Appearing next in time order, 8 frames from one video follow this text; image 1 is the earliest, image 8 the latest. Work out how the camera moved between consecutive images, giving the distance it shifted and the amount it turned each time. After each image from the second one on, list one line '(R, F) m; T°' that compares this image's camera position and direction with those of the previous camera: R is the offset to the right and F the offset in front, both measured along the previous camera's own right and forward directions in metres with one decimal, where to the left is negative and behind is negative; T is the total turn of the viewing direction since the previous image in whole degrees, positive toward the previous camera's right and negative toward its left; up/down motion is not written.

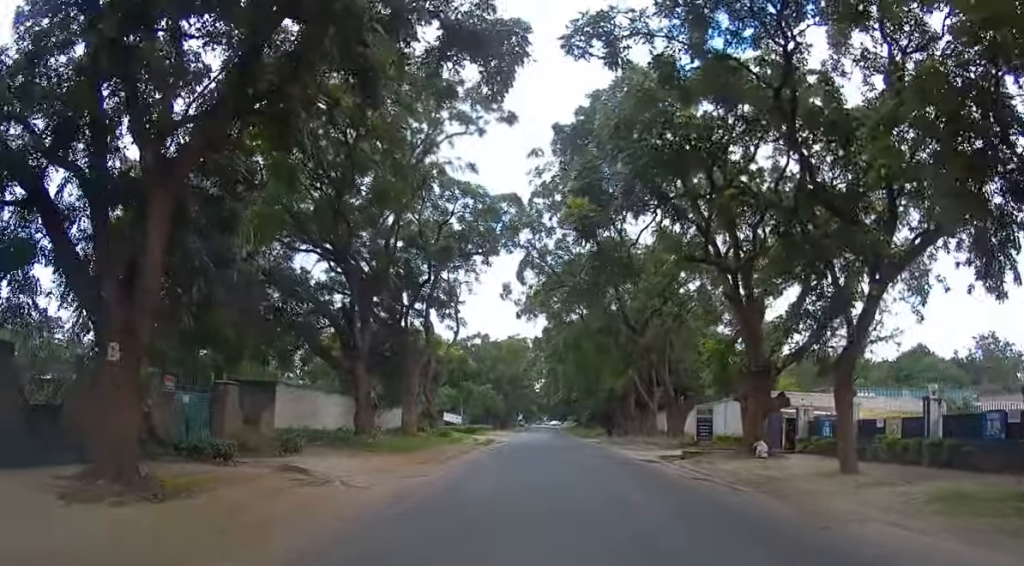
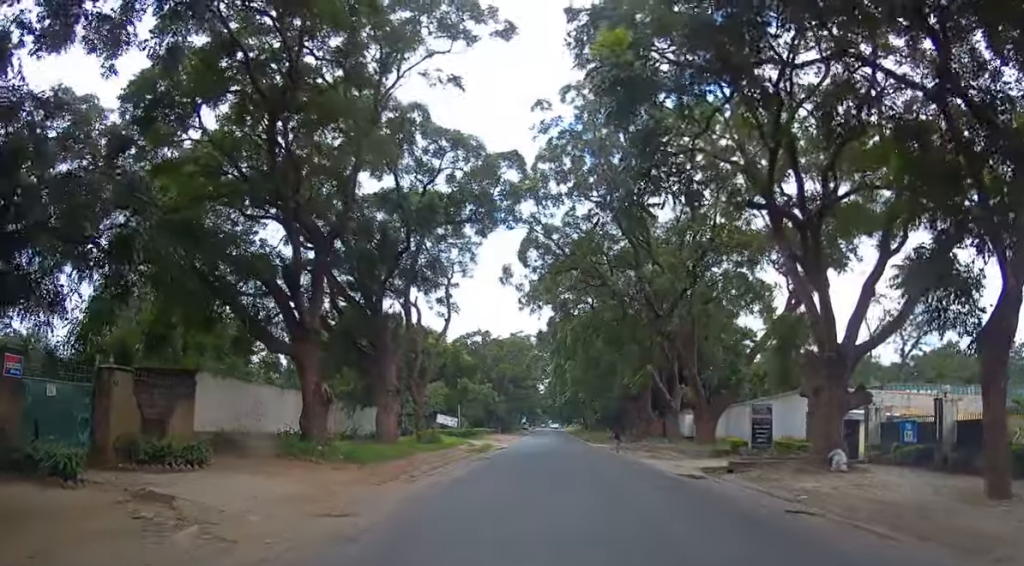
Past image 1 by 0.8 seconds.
(-0.1, +7.4) m; 0°
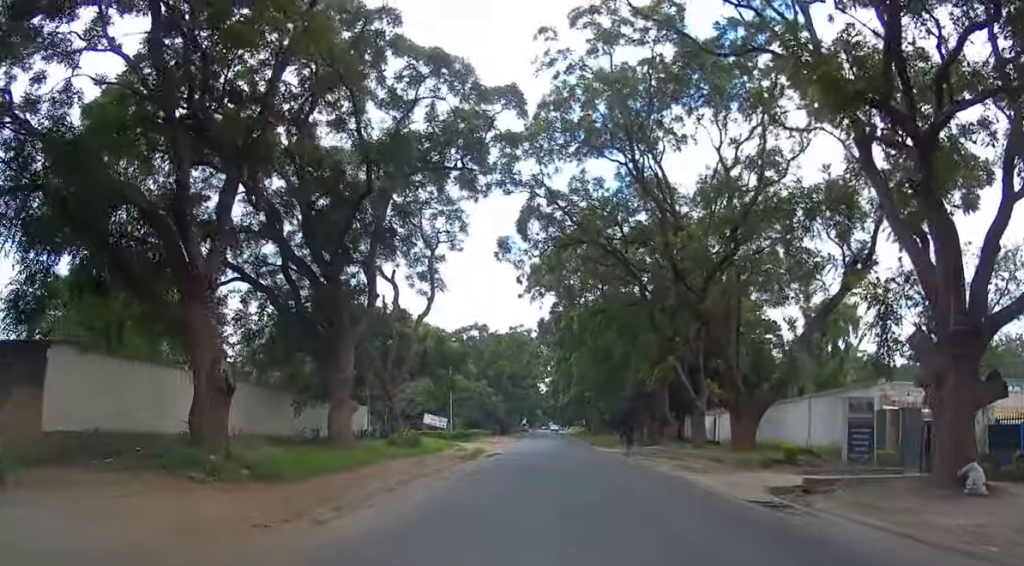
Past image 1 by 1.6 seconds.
(0.0, +7.5) m; 0°
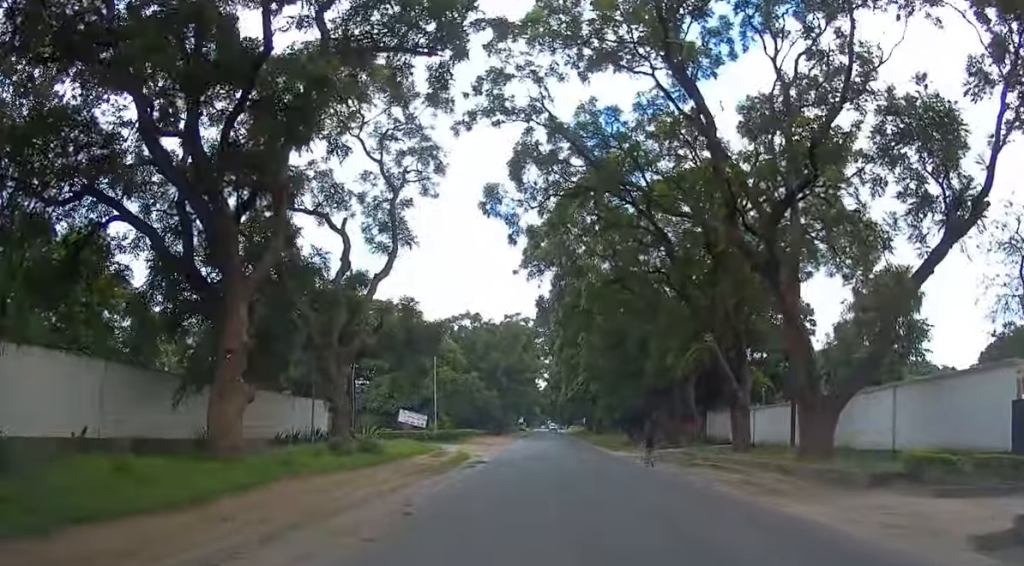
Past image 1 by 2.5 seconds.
(0.0, +9.1) m; -1°
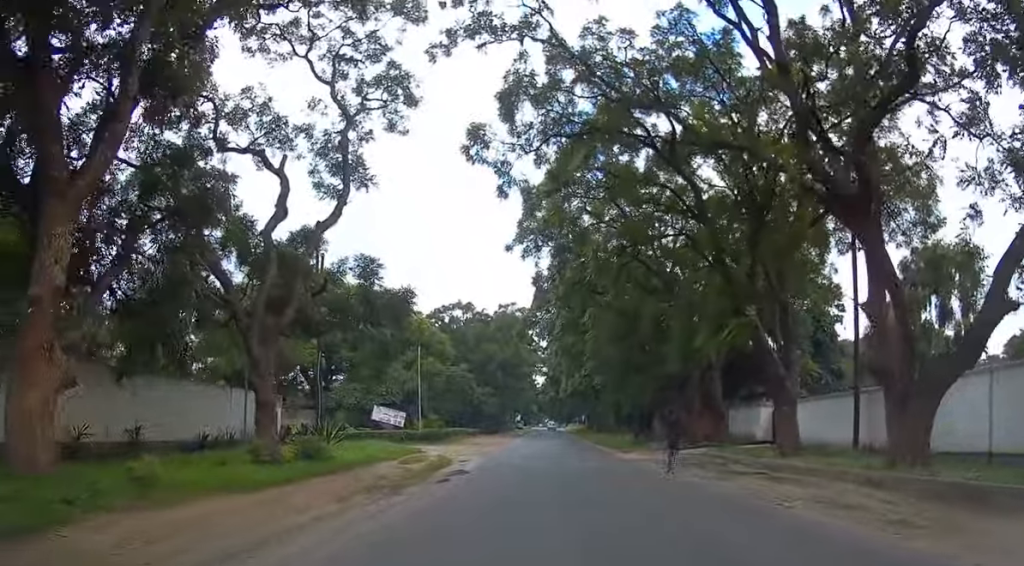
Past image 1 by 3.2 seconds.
(-0.2, +6.6) m; 0°
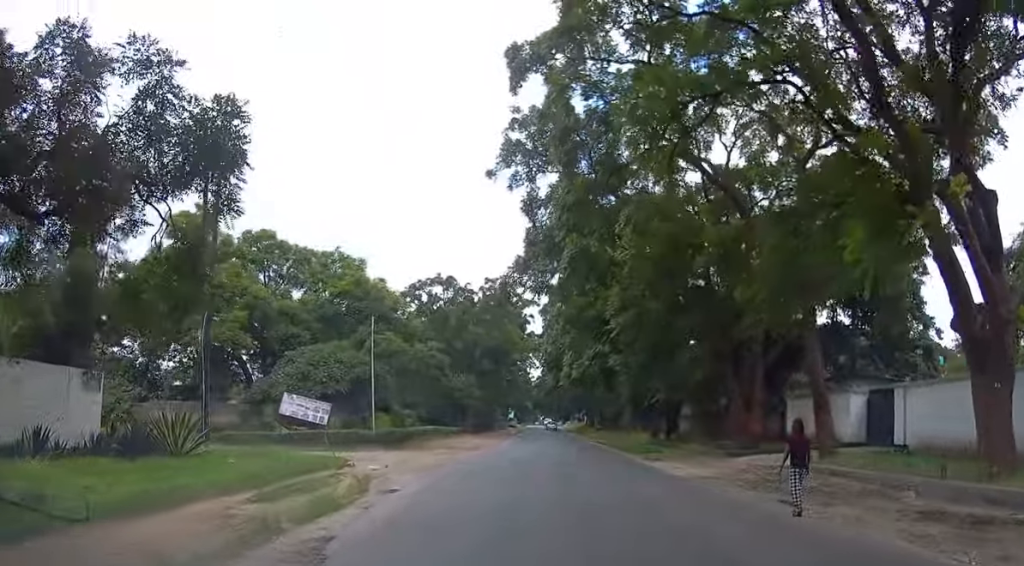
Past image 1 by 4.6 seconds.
(+0.3, +13.5) m; +2°
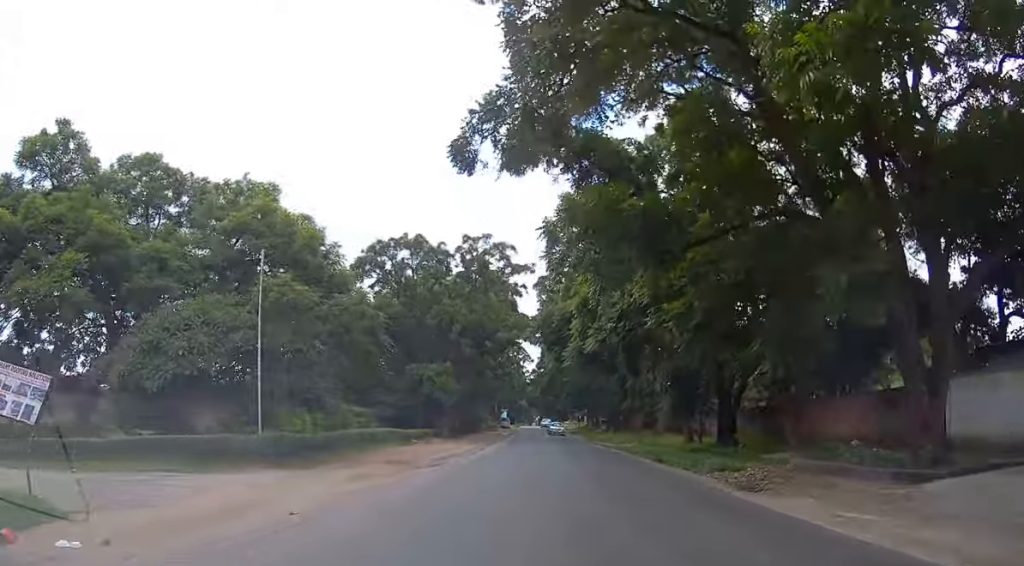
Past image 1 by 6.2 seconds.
(0.0, +15.5) m; 0°
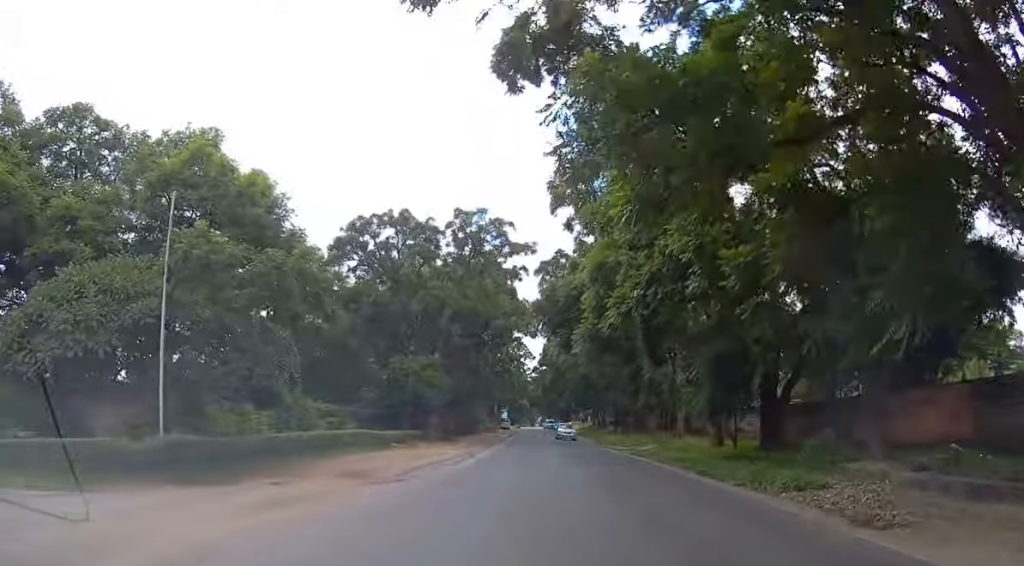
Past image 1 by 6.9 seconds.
(0.0, +6.8) m; -1°
